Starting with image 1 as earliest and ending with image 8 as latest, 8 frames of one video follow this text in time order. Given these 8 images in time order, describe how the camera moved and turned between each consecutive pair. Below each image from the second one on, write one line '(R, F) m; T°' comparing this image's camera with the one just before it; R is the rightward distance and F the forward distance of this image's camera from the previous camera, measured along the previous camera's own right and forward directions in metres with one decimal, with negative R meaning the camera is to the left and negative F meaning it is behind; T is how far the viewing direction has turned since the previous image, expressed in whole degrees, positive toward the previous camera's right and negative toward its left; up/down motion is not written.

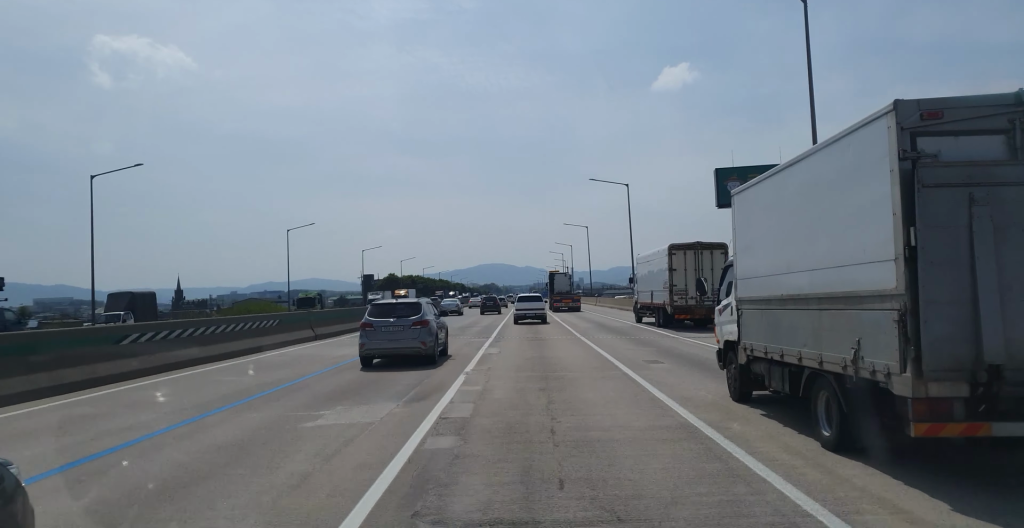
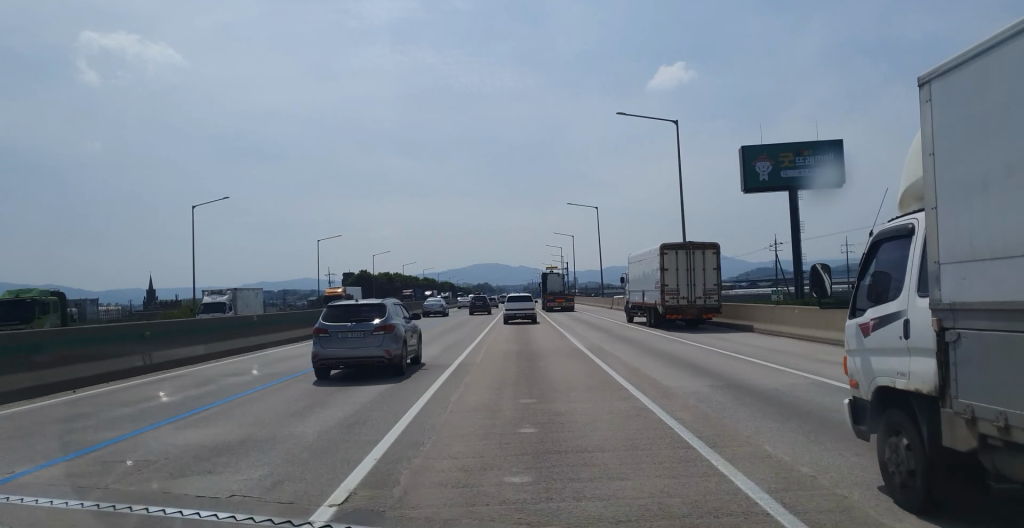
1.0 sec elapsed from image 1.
(+0.1, +25.1) m; +1°
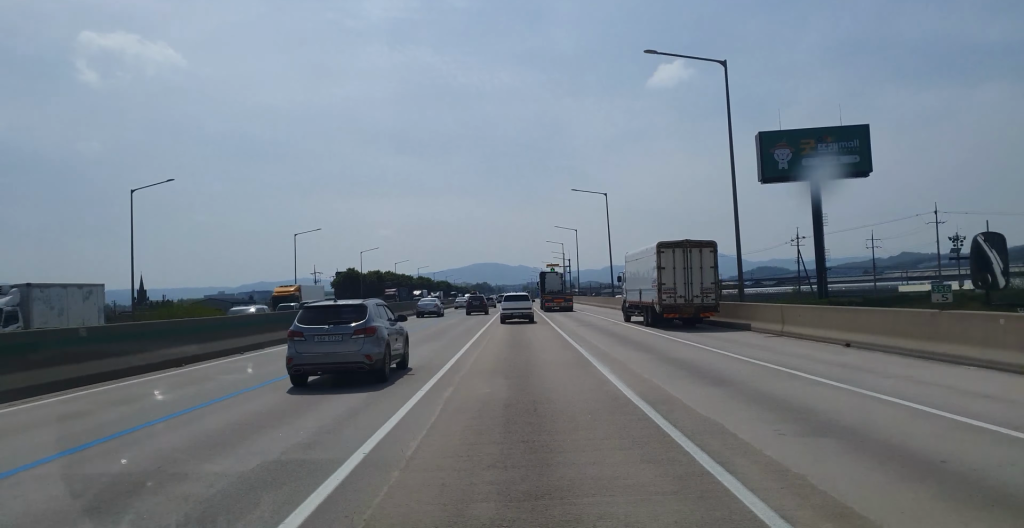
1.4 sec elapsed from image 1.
(+0.1, +11.2) m; 0°
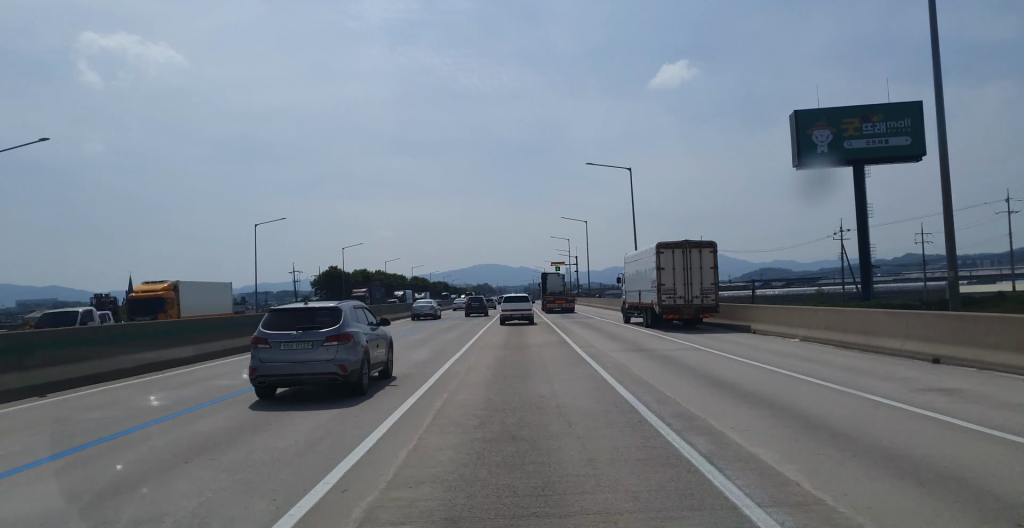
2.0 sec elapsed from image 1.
(0.0, +16.5) m; -1°
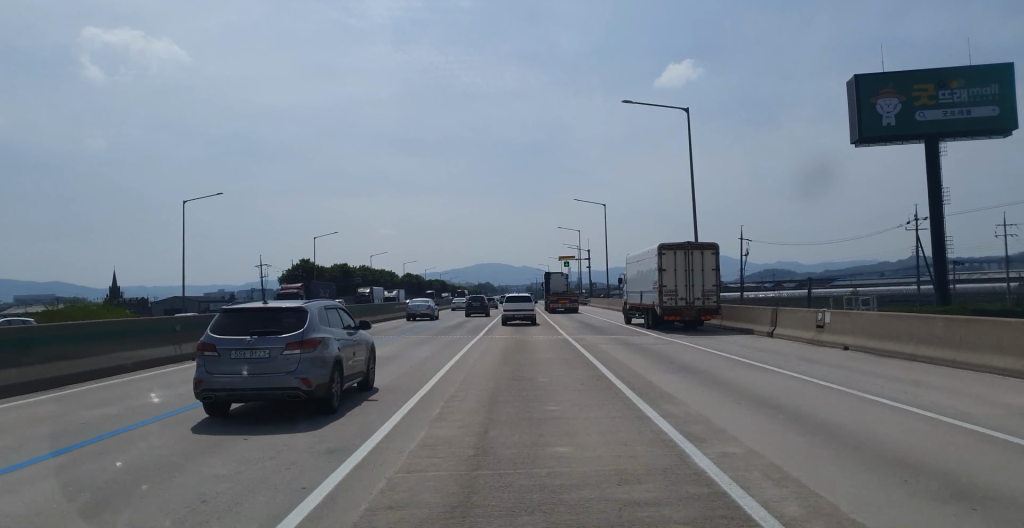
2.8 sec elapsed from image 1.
(-0.1, +20.1) m; -1°
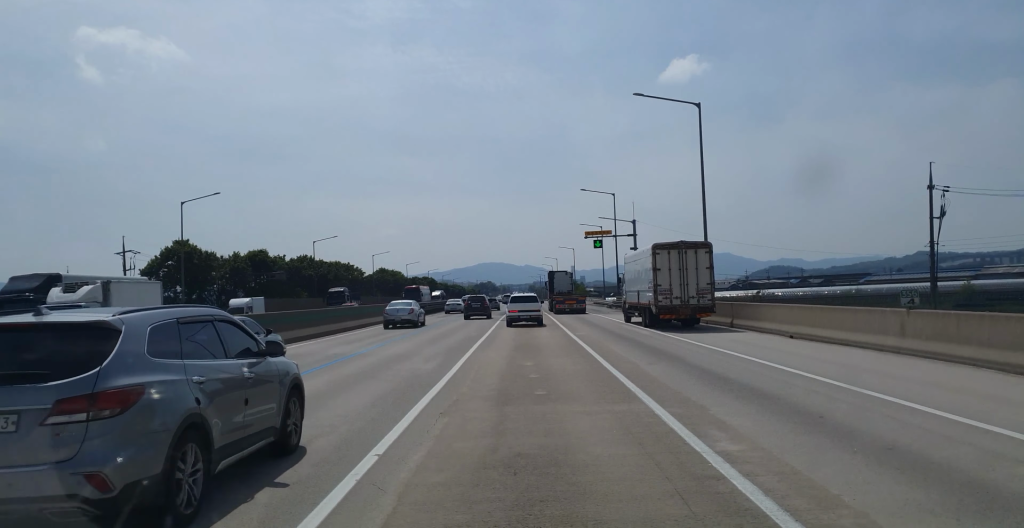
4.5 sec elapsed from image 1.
(+0.2, +45.4) m; 0°
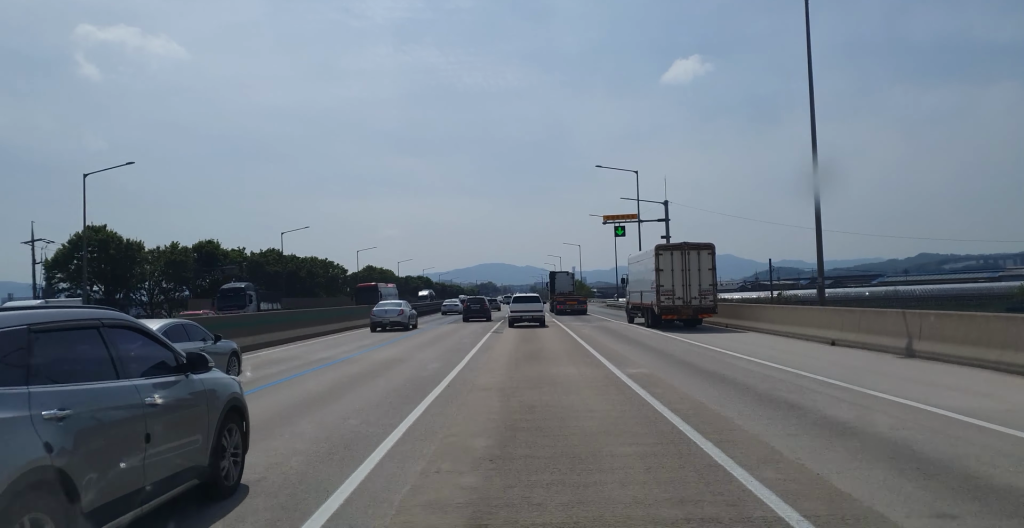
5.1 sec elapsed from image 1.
(-0.4, +15.4) m; -1°
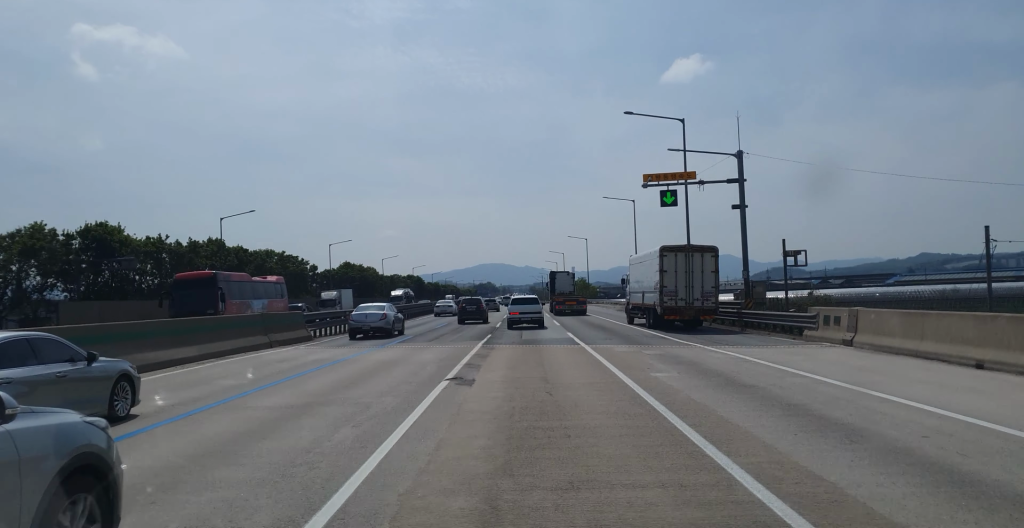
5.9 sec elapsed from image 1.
(-0.2, +19.6) m; 0°
